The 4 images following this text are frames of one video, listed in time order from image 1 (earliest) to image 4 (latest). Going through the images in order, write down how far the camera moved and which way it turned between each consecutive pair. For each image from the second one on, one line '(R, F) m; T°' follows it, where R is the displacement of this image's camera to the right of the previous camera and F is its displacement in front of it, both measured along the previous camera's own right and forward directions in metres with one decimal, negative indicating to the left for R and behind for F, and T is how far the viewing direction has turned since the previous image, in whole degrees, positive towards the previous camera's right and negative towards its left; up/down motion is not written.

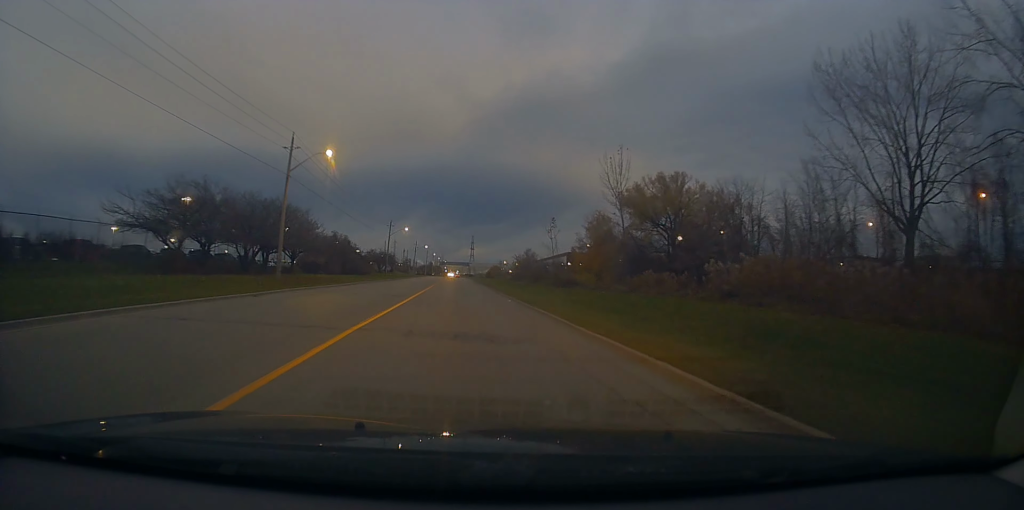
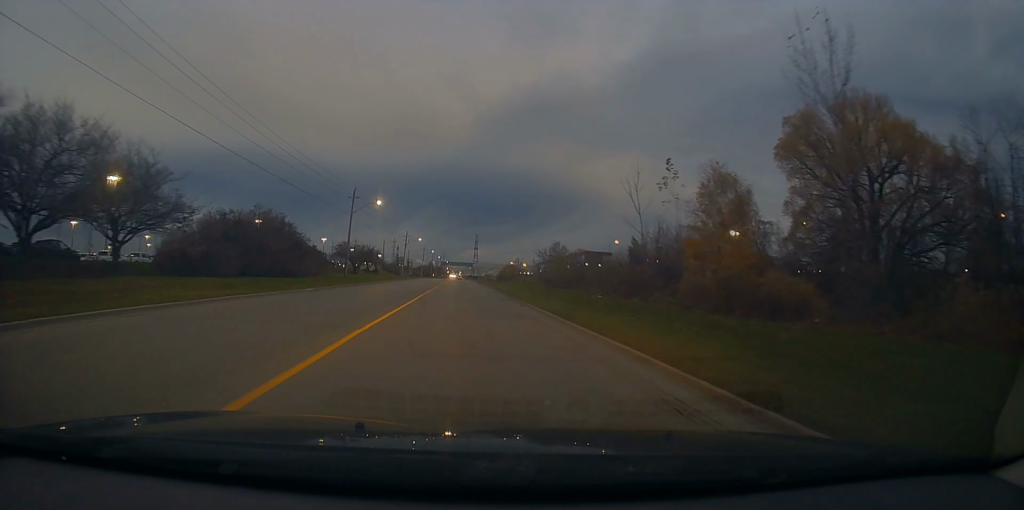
(+0.3, +32.7) m; +2°
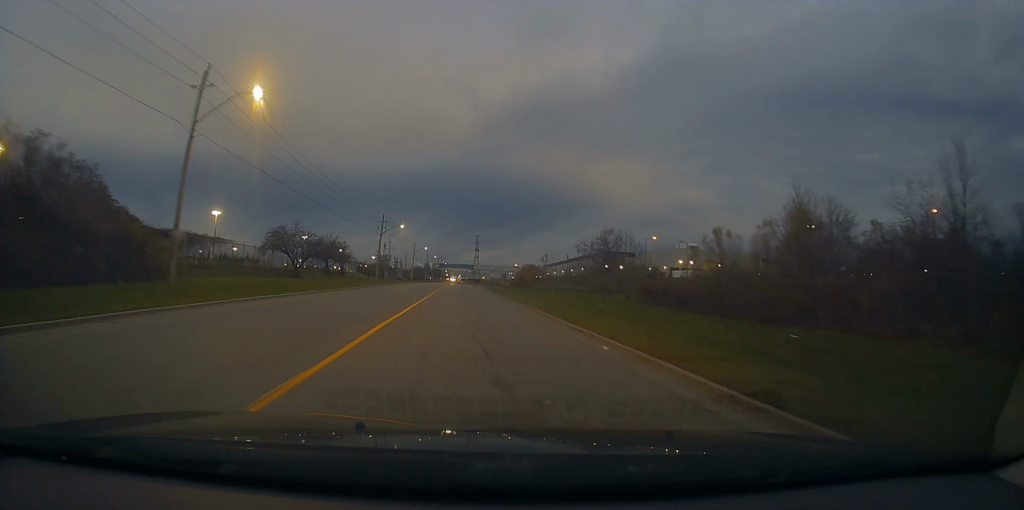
(+0.1, +35.9) m; 0°
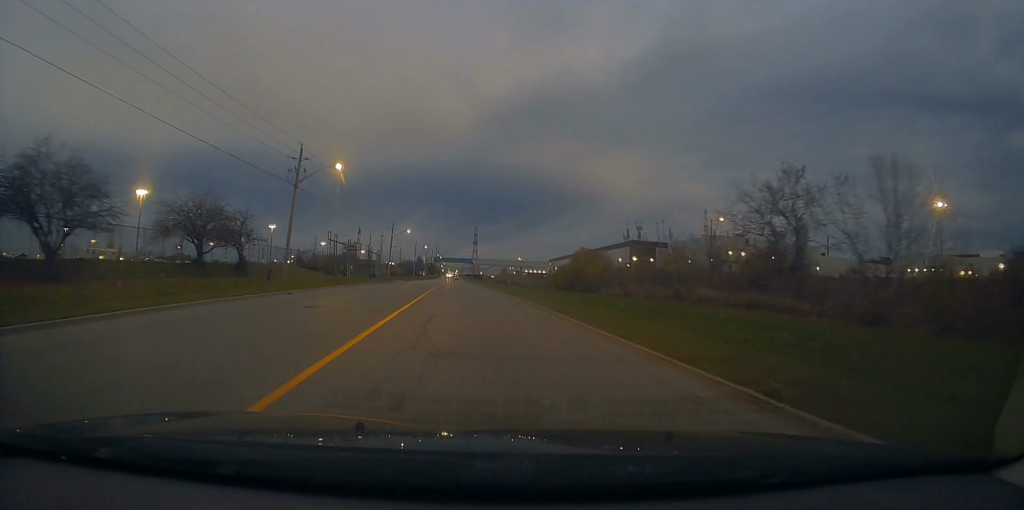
(-0.1, +48.9) m; 0°
